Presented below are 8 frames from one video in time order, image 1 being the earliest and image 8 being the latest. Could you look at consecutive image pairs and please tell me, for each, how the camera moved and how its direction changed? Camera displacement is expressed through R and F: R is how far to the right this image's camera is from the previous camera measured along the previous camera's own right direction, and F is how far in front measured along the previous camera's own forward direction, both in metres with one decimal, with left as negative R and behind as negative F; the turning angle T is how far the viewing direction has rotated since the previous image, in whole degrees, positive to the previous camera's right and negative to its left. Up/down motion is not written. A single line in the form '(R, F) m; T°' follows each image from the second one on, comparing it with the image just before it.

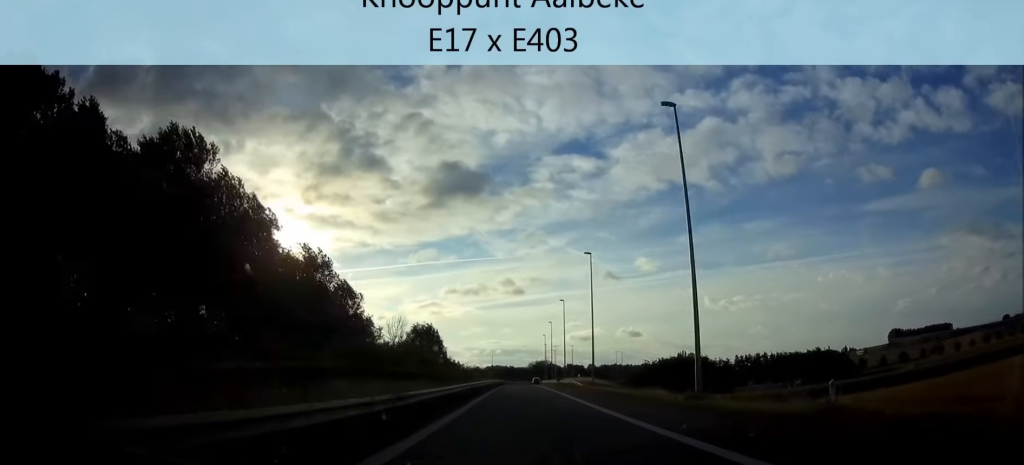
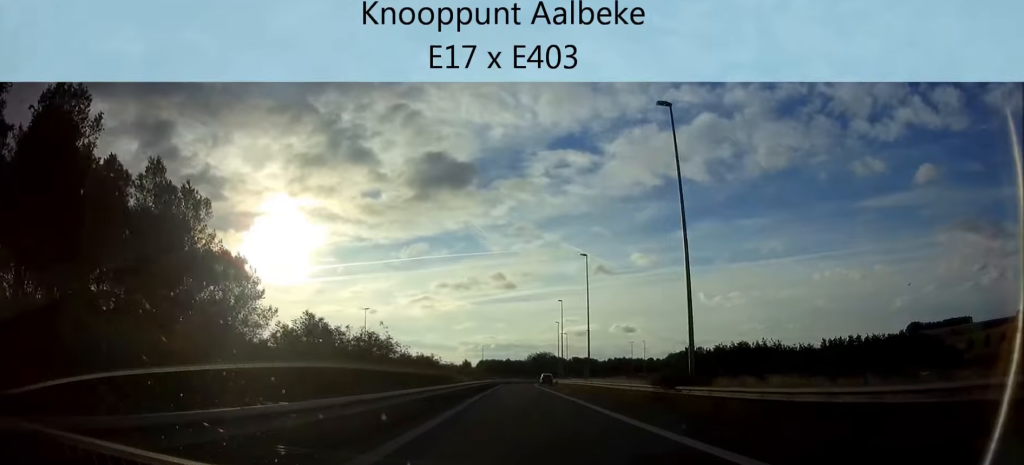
(+0.1, +66.1) m; 0°
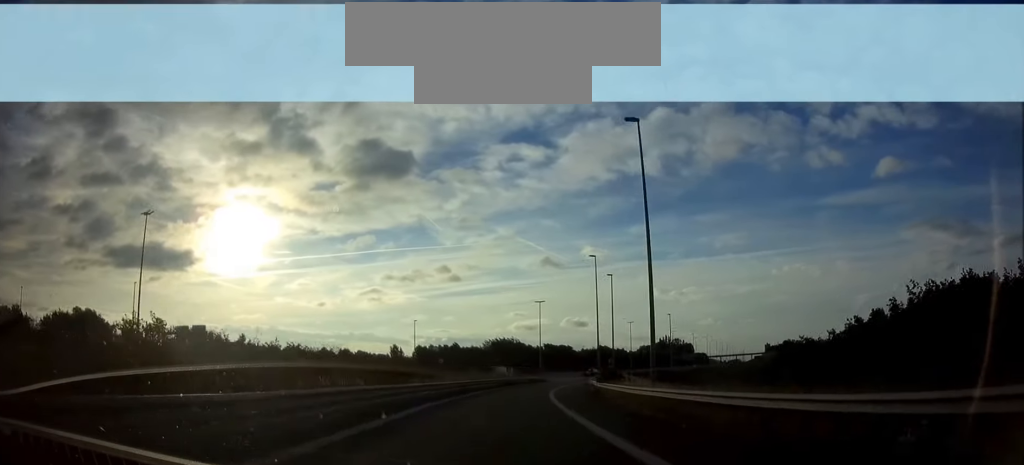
(+3.7, +101.4) m; +7°
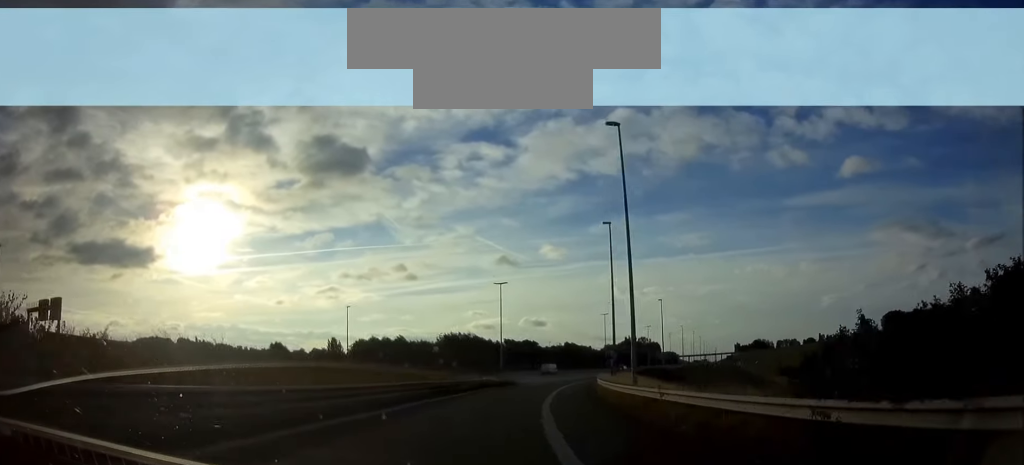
(+1.1, +34.0) m; +5°
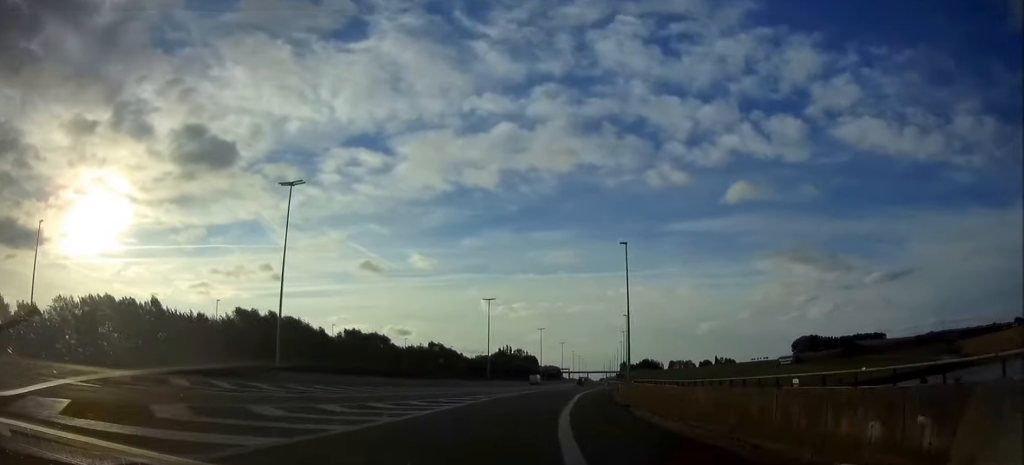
(+8.0, +77.2) m; +11°
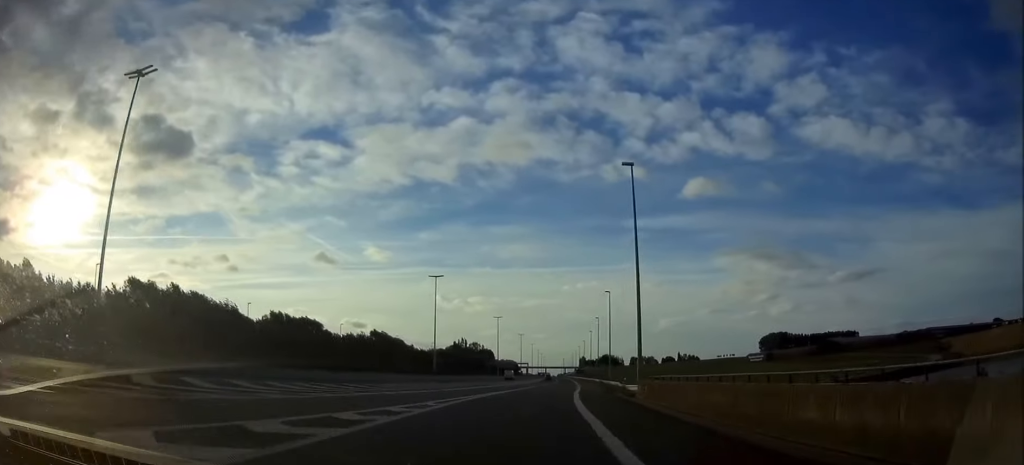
(+0.6, +25.7) m; +3°
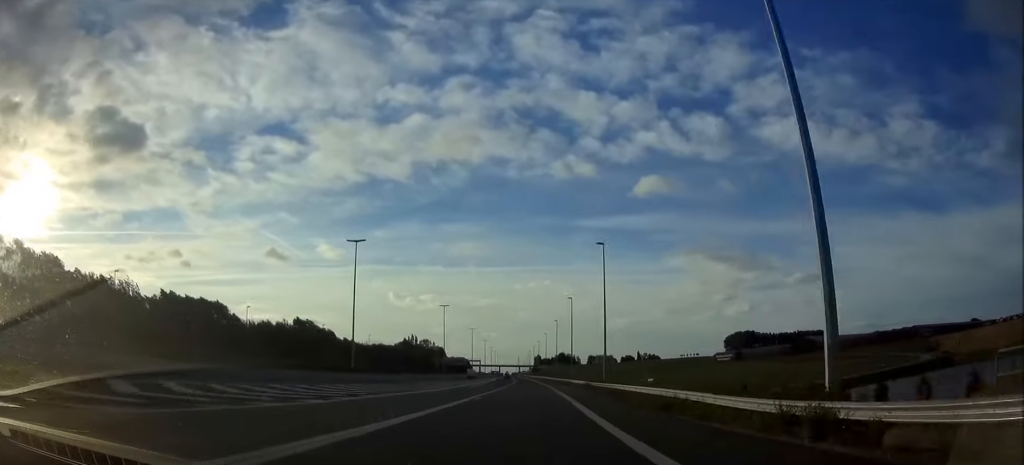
(+1.3, +32.1) m; +2°
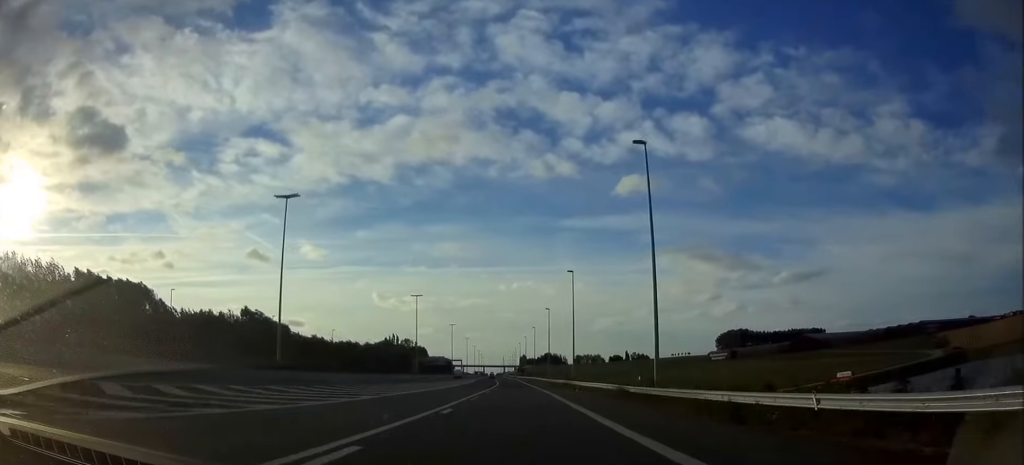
(+0.3, +24.9) m; +1°
